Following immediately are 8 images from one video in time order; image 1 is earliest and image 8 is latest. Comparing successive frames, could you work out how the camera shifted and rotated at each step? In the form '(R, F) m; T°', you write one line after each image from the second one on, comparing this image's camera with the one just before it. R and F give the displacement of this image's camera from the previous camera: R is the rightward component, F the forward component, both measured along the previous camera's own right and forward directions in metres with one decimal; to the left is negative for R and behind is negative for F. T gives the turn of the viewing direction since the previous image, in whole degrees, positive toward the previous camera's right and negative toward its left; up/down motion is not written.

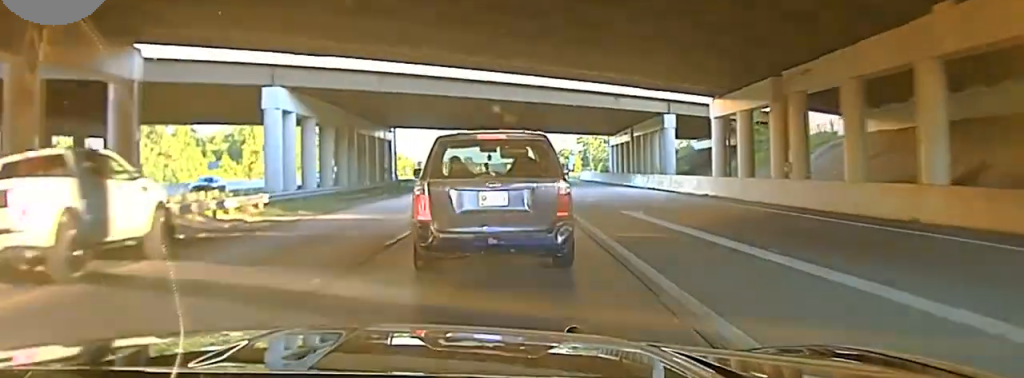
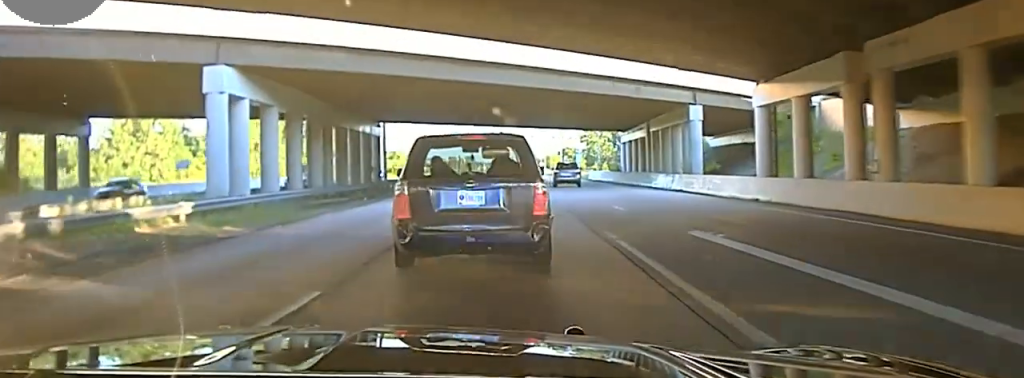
(0.0, +9.2) m; +1°
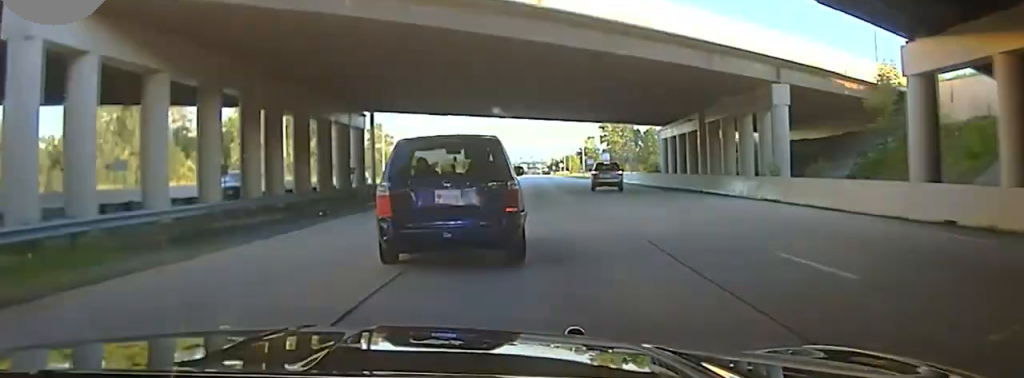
(+0.1, +16.4) m; 0°
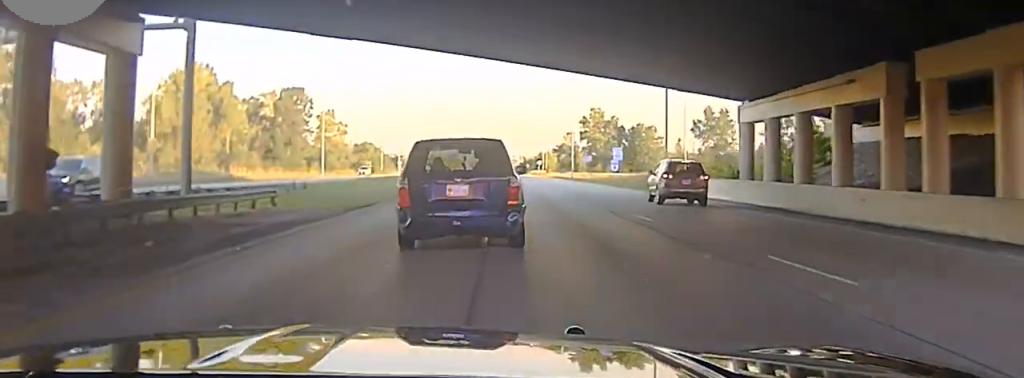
(-0.1, +36.7) m; 0°
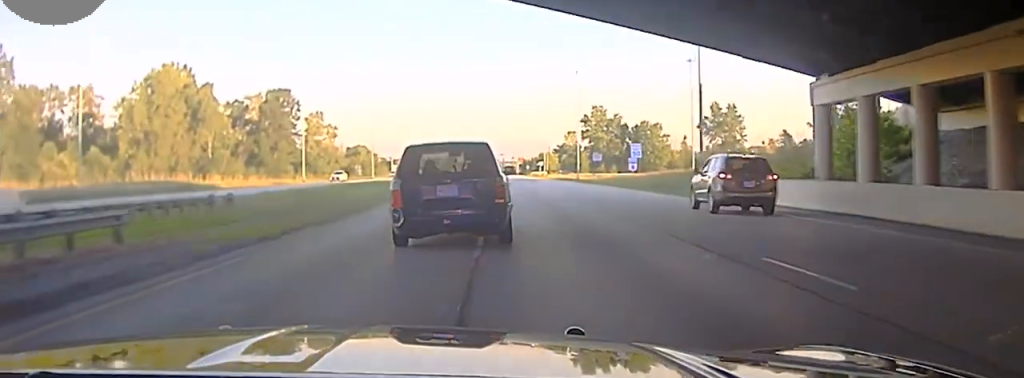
(0.0, +14.1) m; 0°
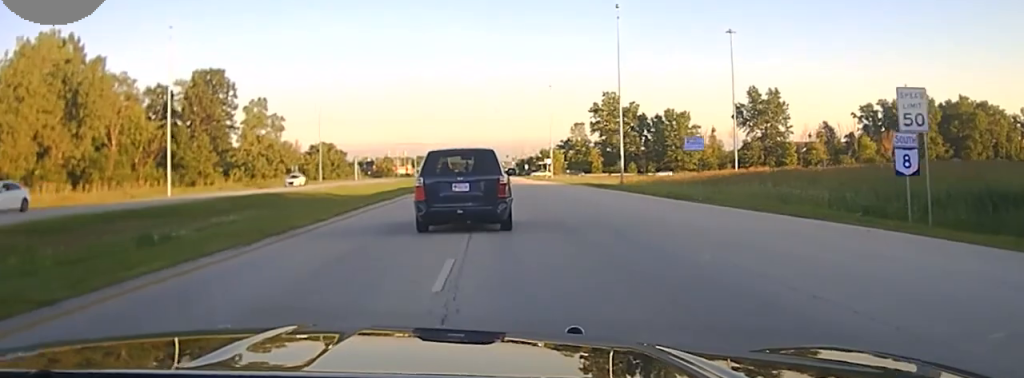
(+0.3, +55.0) m; 0°
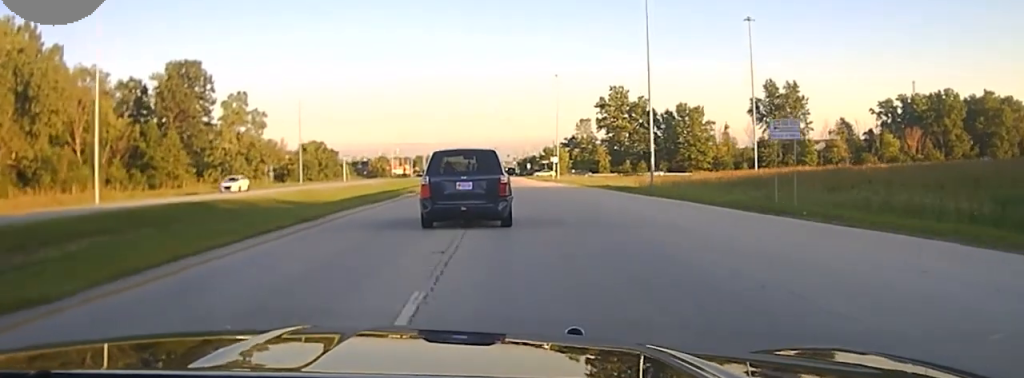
(0.0, +13.6) m; -1°
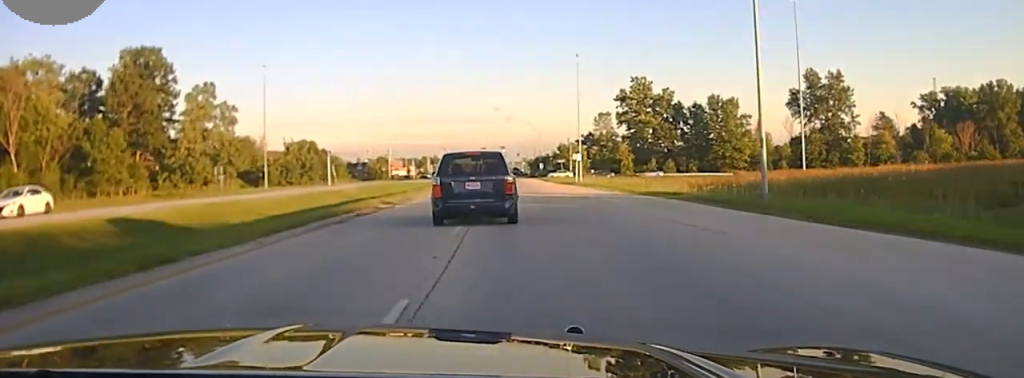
(-0.3, +22.2) m; -2°
